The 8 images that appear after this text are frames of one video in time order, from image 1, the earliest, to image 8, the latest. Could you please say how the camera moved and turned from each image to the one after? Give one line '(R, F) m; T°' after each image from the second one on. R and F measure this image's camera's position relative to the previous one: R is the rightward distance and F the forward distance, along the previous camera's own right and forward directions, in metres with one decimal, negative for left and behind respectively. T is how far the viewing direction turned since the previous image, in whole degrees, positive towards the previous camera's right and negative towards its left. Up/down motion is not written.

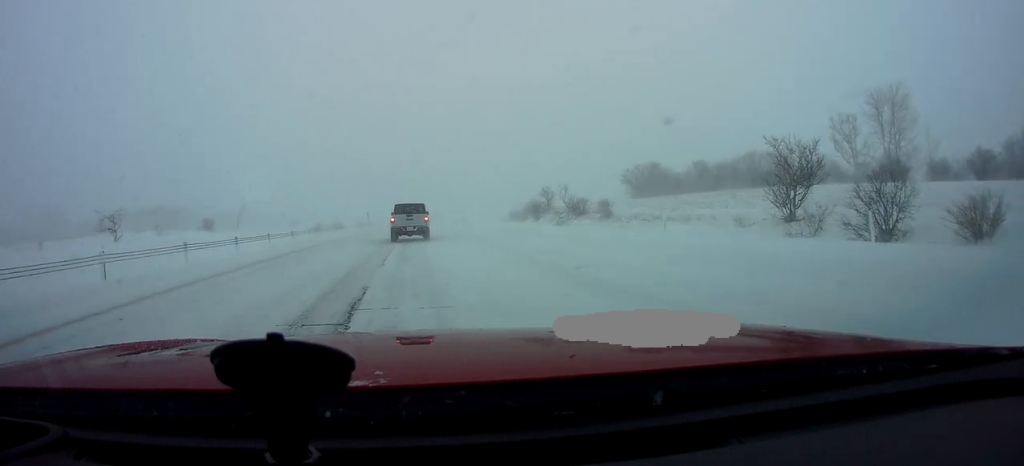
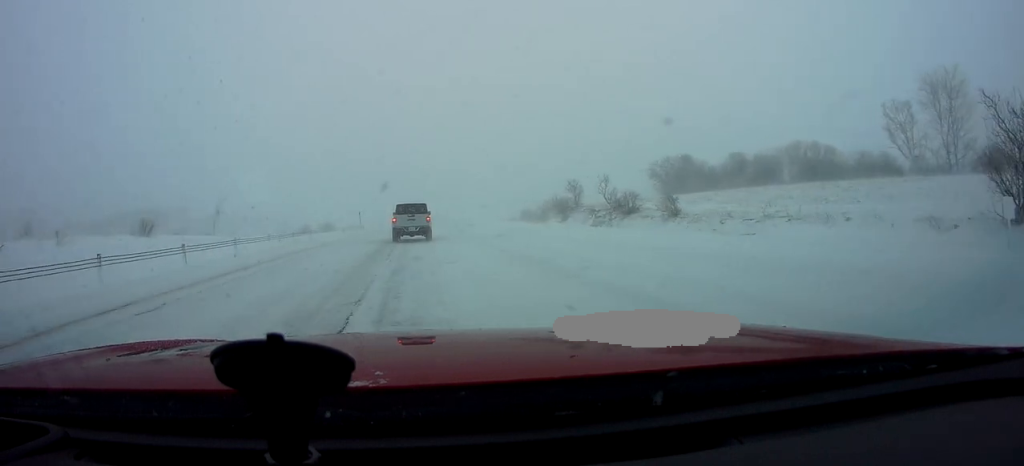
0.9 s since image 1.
(-0.2, +10.1) m; 0°
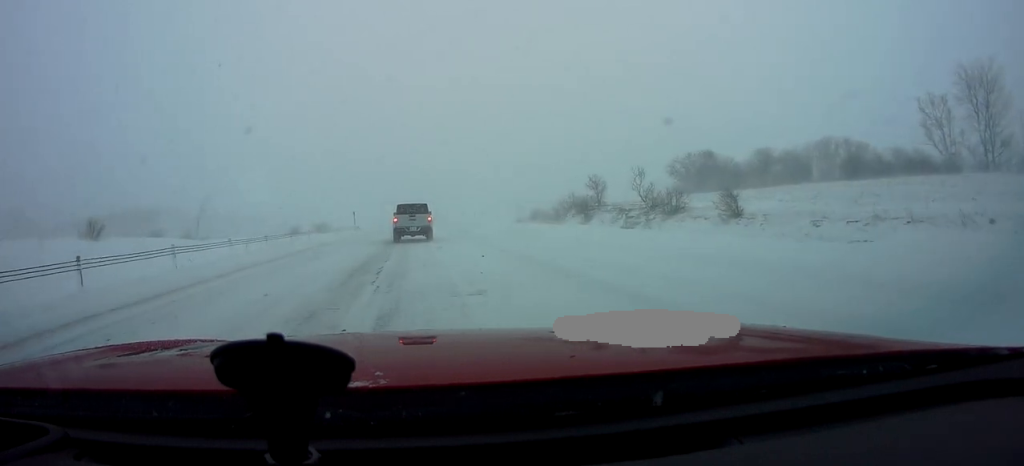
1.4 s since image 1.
(+0.3, +5.8) m; 0°
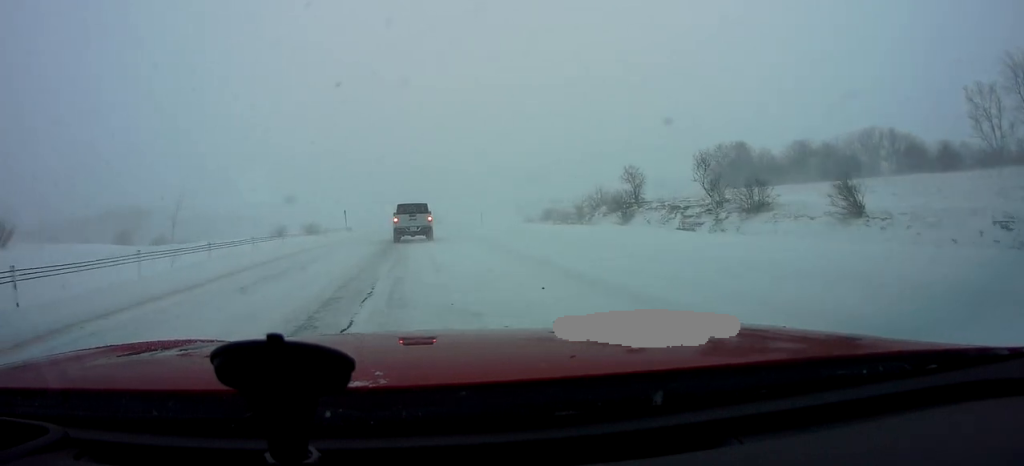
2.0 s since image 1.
(-0.1, +7.2) m; -1°
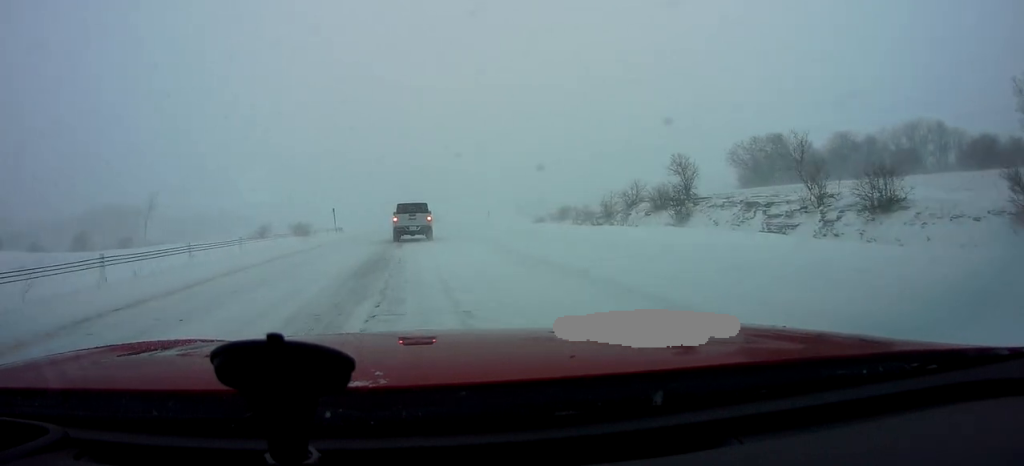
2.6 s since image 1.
(-0.3, +6.8) m; -1°
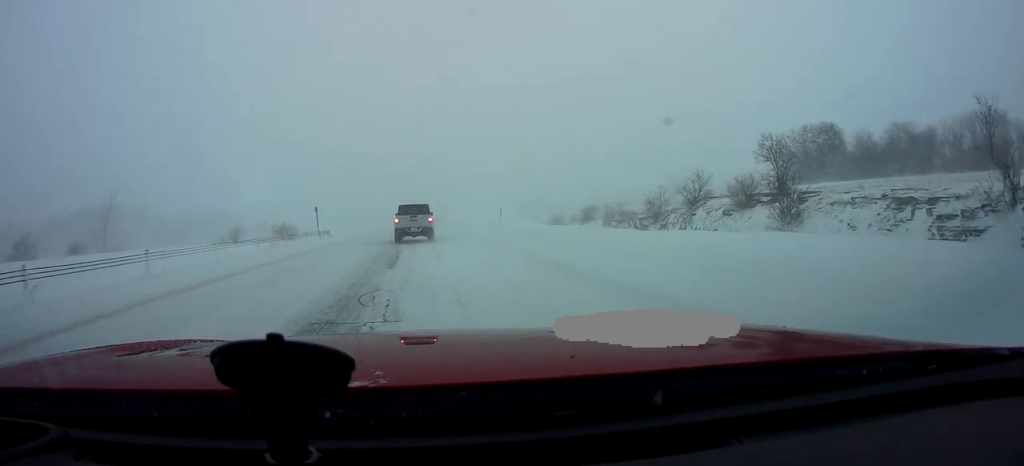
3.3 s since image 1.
(+0.3, +7.7) m; +2°
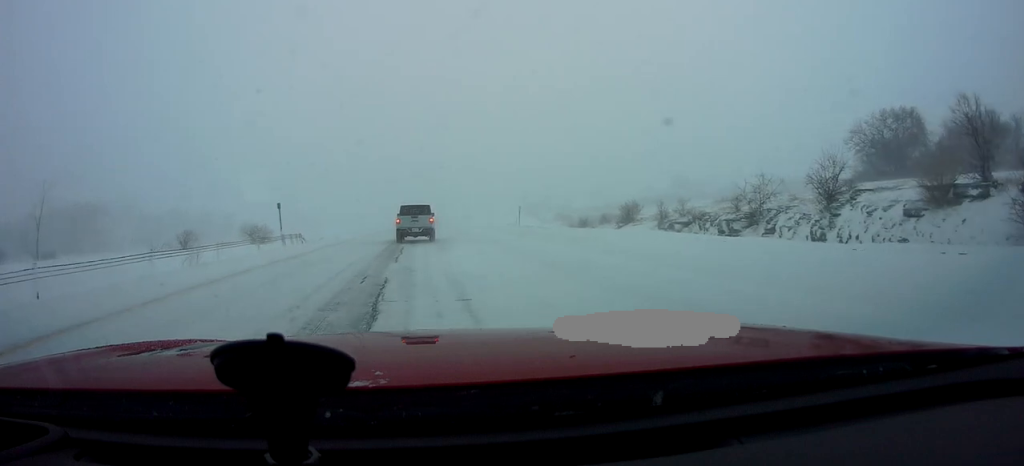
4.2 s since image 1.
(+0.2, +9.6) m; 0°
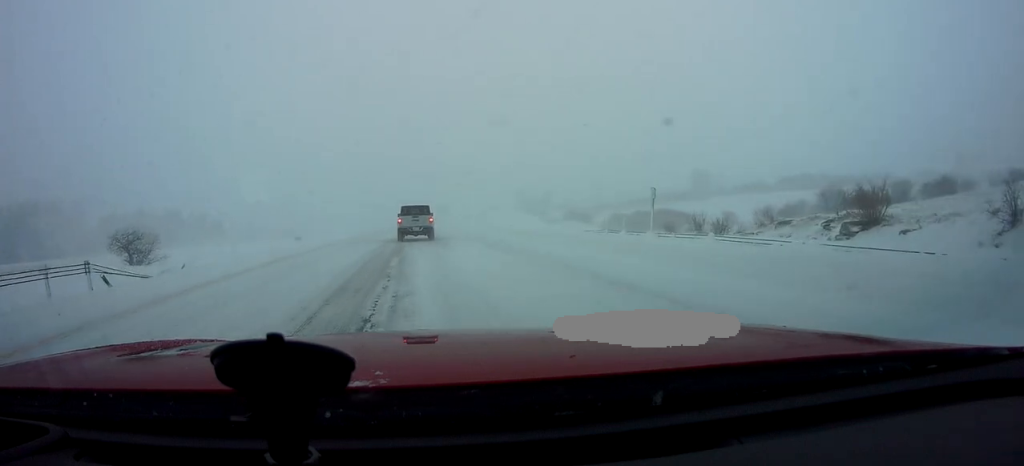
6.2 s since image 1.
(-0.3, +22.3) m; +1°
